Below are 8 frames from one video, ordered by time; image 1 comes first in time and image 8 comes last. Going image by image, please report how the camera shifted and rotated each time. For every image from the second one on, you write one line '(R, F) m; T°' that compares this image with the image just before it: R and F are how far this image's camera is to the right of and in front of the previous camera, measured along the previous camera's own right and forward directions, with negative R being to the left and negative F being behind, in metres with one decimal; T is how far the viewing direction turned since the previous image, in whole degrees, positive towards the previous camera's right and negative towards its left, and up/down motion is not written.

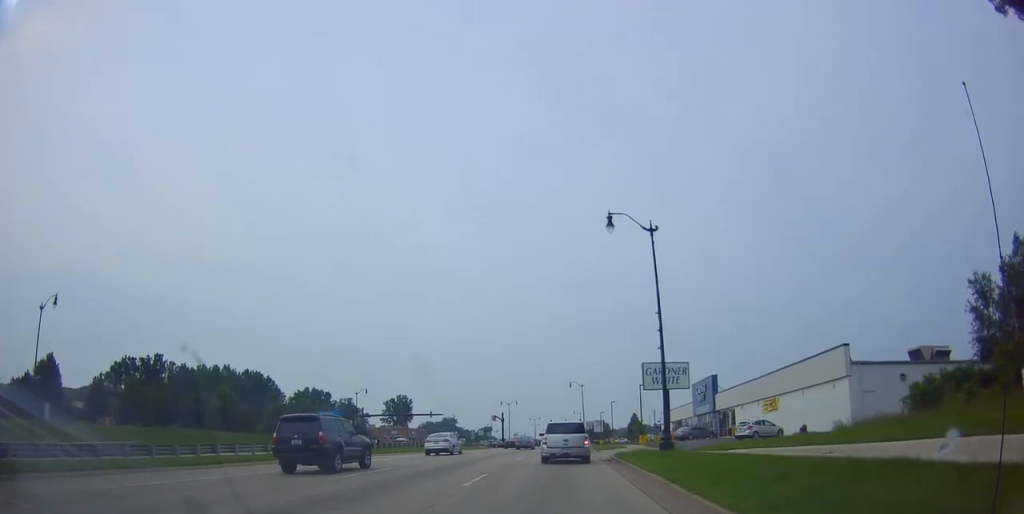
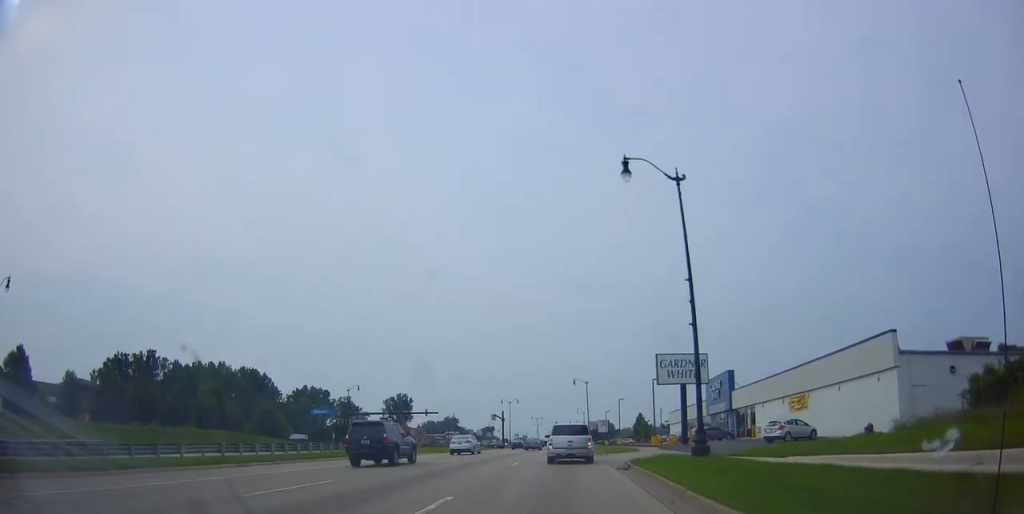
(+0.1, +5.9) m; +1°
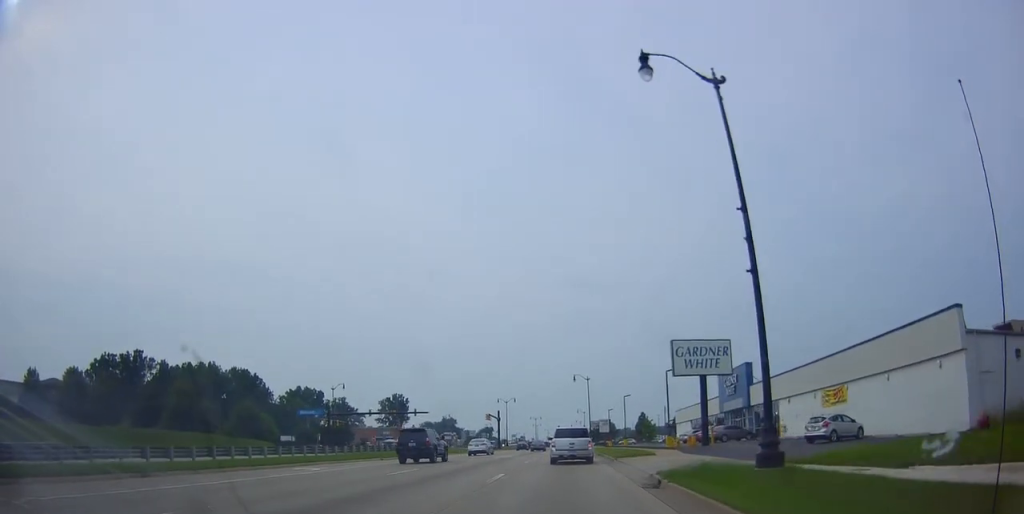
(0.0, +6.7) m; 0°
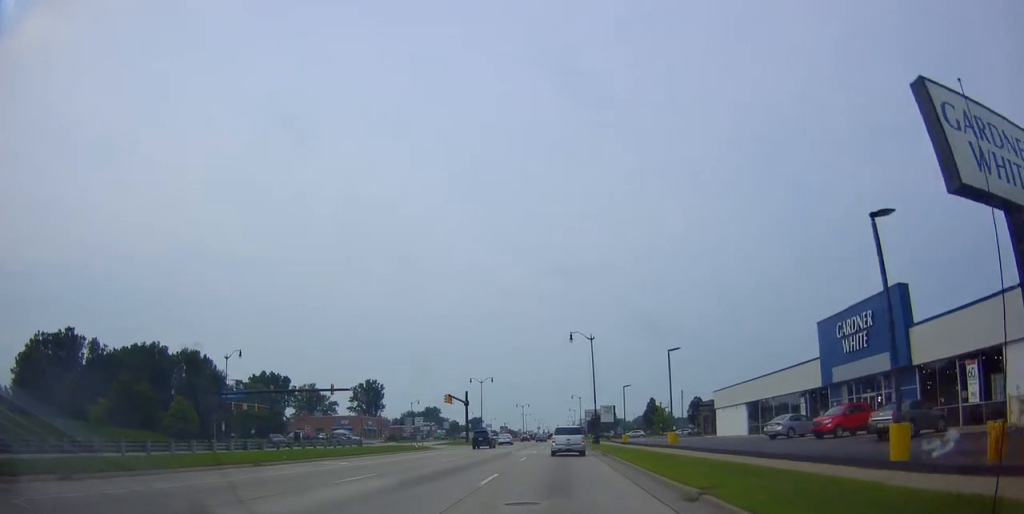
(-0.8, +27.4) m; 0°
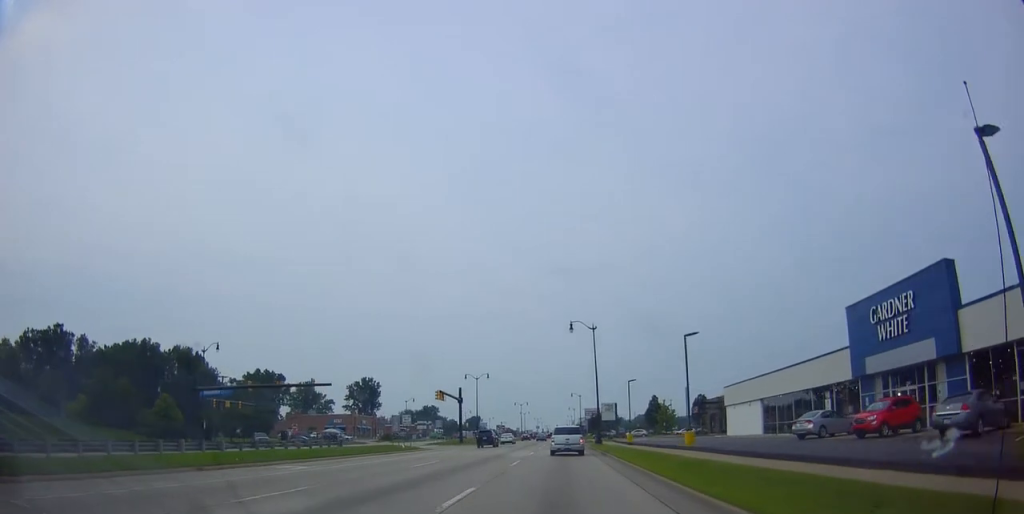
(0.0, +4.3) m; 0°
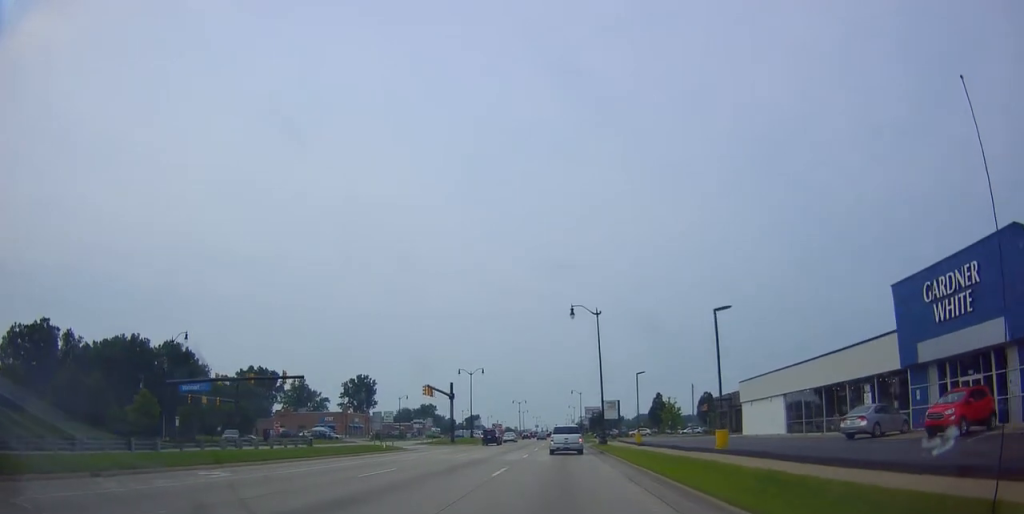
(0.0, +5.3) m; 0°
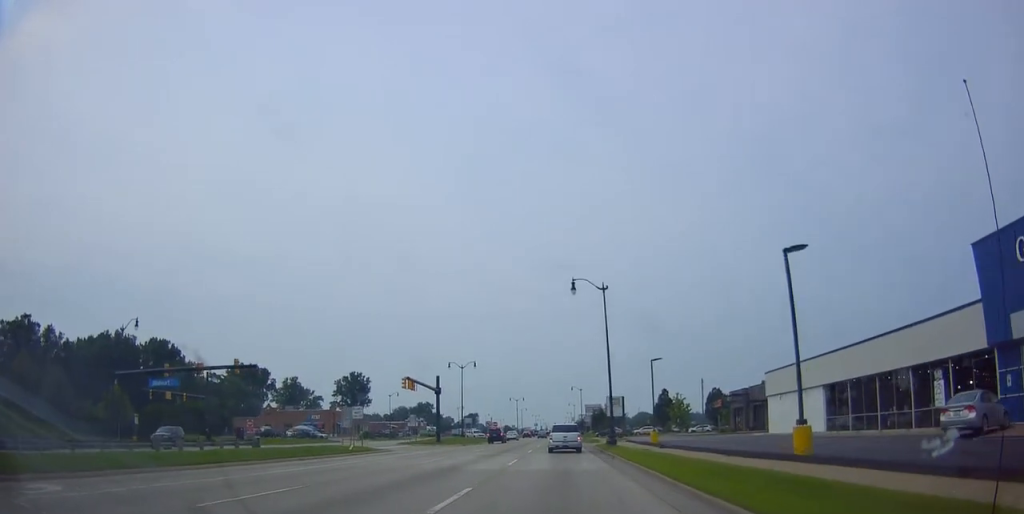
(0.0, +7.2) m; 0°
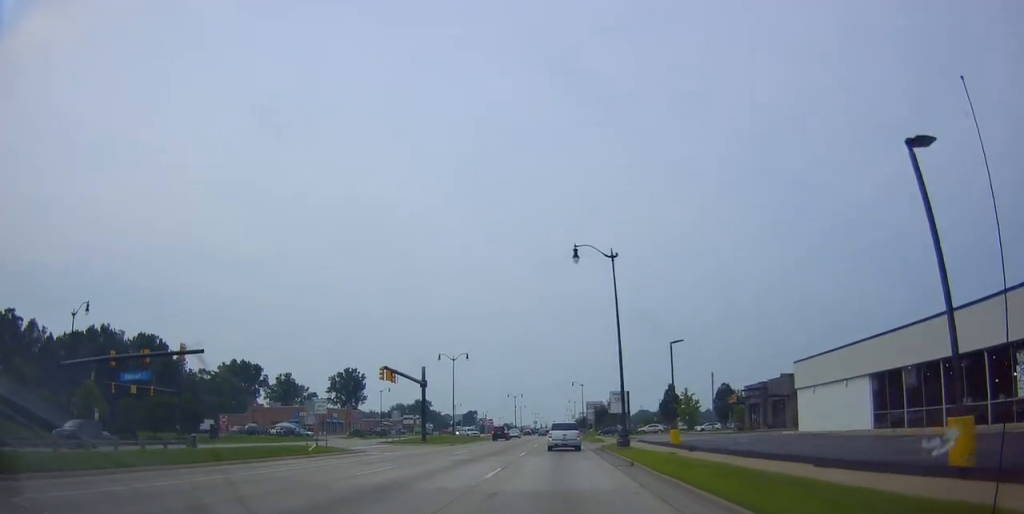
(0.0, +6.3) m; 0°
